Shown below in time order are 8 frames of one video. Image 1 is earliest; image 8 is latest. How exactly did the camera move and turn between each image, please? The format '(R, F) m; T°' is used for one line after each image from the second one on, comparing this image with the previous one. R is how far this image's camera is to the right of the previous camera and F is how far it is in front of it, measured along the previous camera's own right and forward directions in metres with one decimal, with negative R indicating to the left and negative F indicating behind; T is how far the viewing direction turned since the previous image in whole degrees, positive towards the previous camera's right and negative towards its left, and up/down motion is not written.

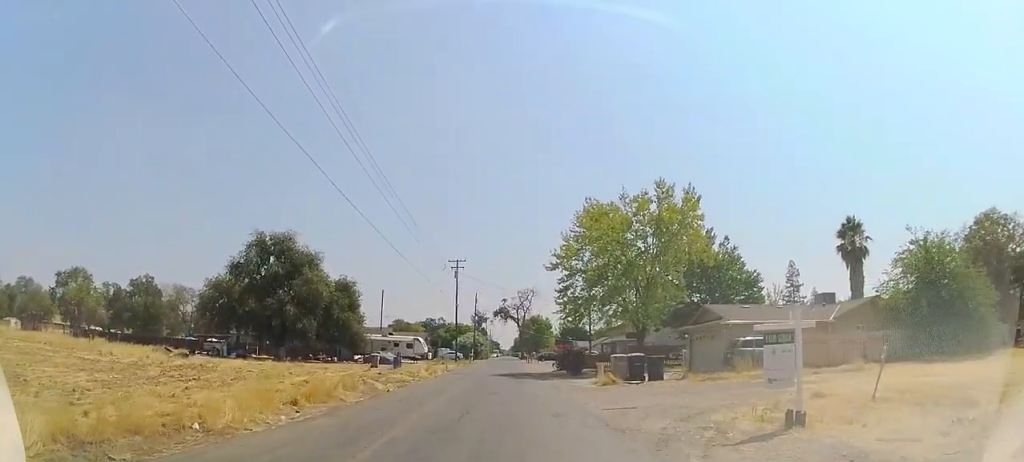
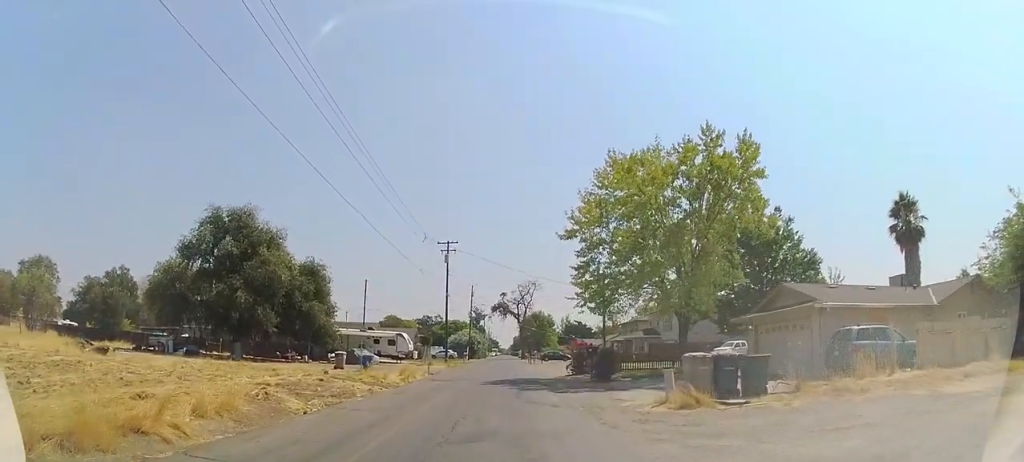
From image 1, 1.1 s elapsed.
(-0.2, +9.1) m; -1°
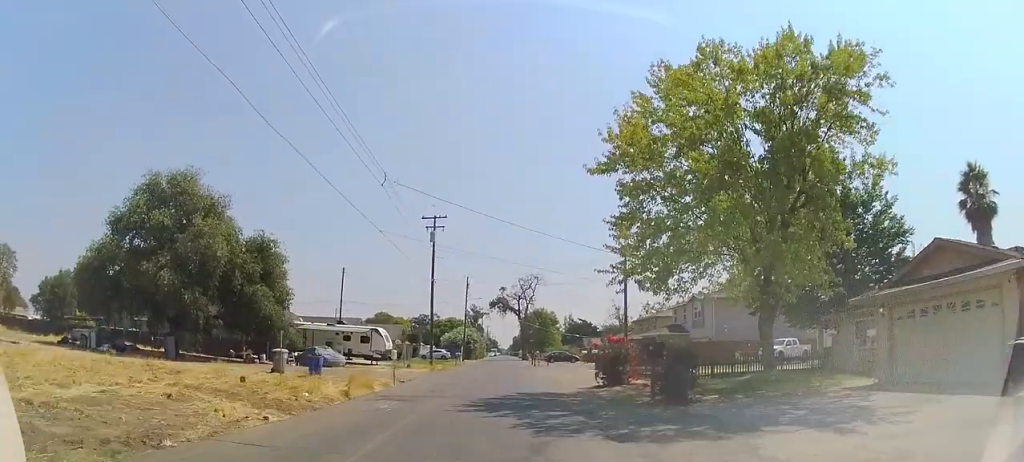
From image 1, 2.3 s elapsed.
(0.0, +9.7) m; 0°
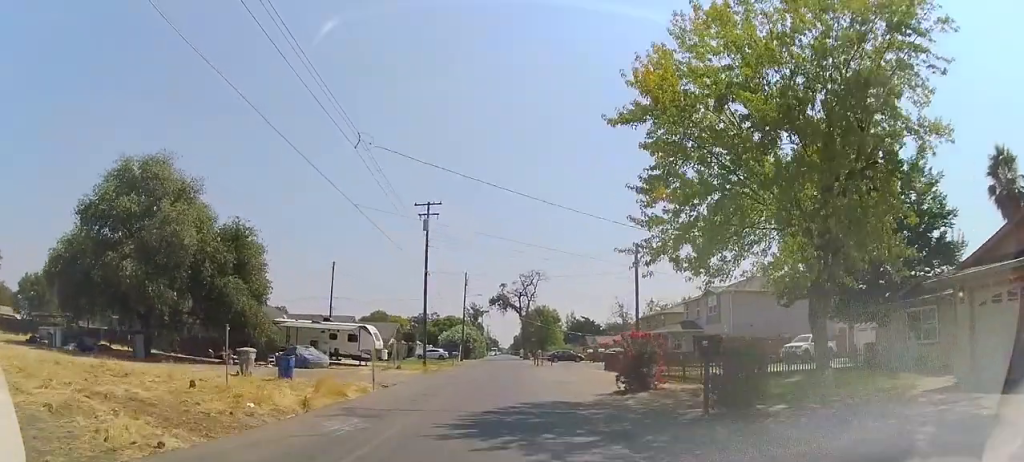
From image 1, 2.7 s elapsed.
(0.0, +3.6) m; 0°
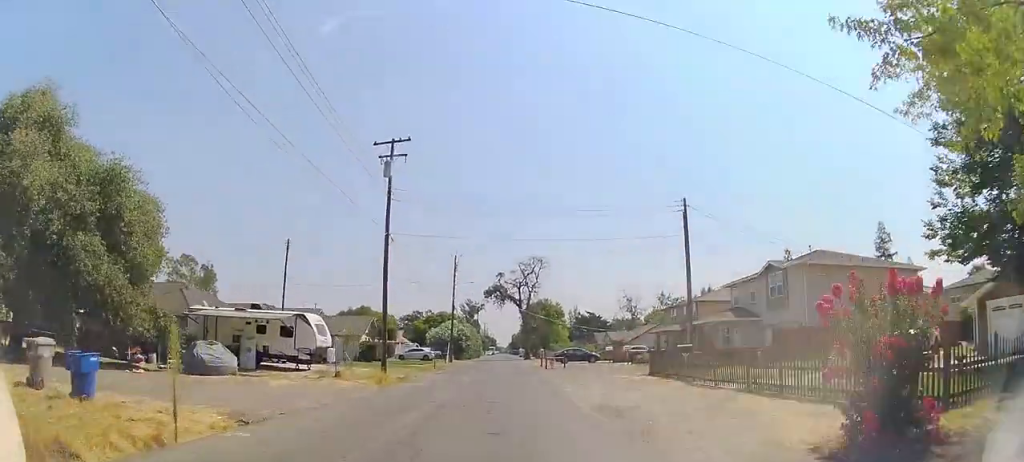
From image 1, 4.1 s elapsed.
(0.0, +11.7) m; 0°
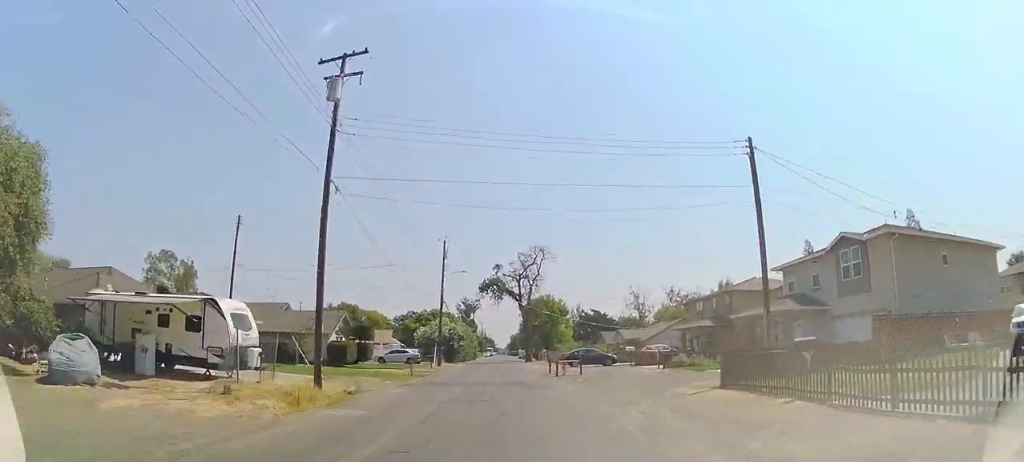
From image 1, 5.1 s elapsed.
(0.0, +8.6) m; +3°
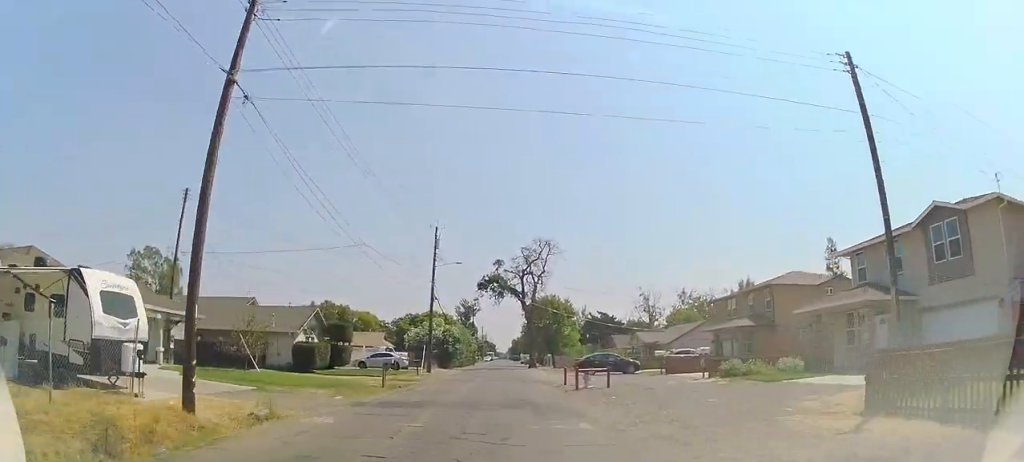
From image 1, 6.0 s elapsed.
(+0.4, +7.2) m; +1°
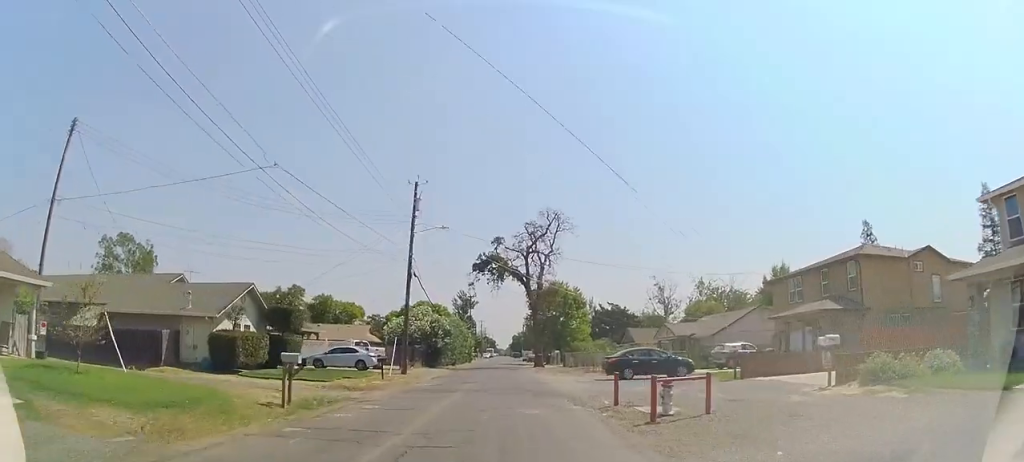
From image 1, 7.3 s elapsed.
(-0.3, +10.5) m; -4°
